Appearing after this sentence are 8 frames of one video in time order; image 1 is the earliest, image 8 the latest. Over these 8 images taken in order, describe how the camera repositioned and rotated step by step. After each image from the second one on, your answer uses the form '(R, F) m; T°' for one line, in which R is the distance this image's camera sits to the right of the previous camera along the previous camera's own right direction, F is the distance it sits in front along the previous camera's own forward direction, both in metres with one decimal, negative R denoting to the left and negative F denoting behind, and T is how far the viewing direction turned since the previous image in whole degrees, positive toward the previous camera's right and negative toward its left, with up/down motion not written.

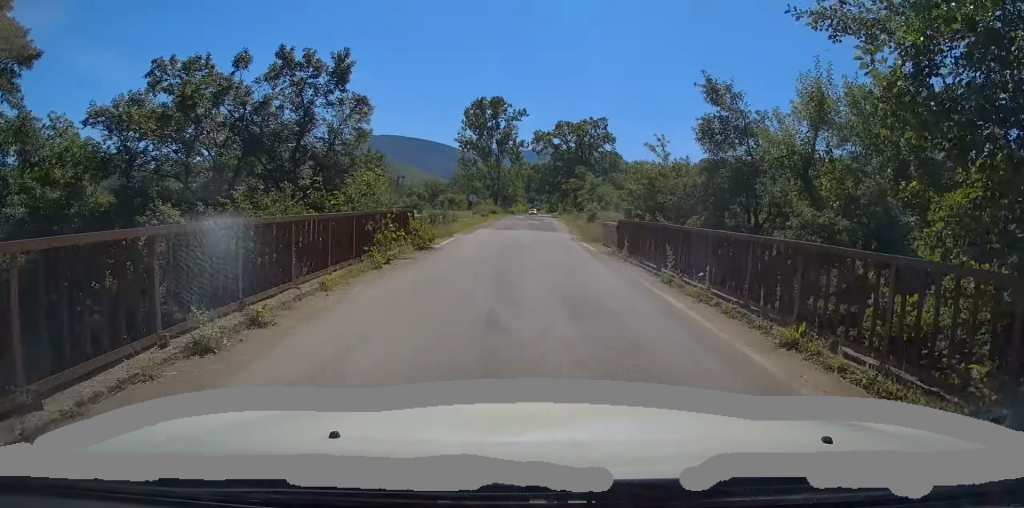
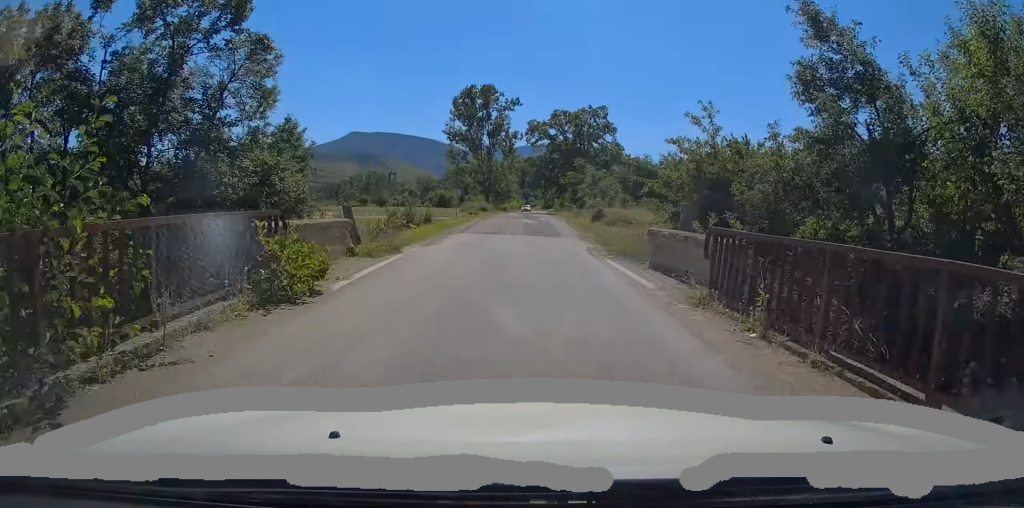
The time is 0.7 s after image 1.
(+0.1, +8.7) m; +1°
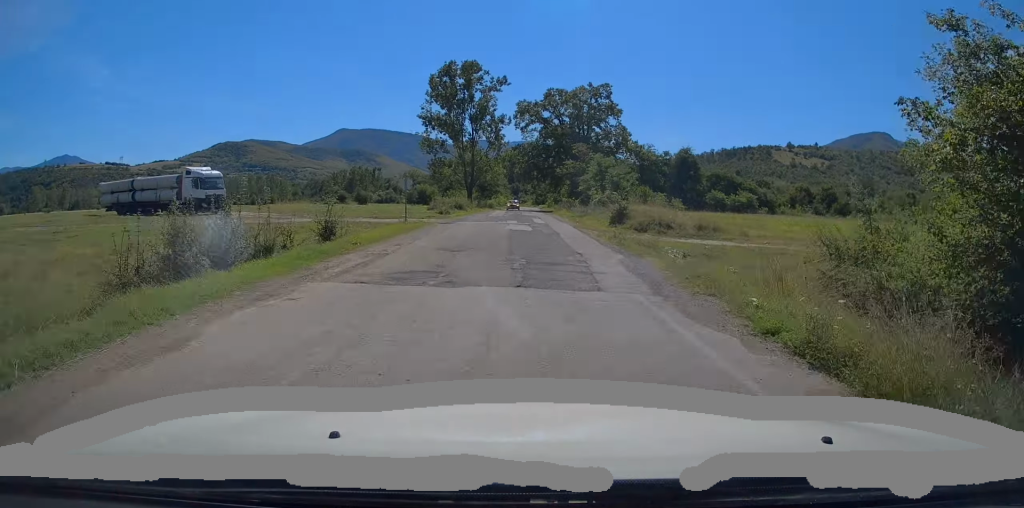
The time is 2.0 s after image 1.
(0.0, +15.8) m; +1°
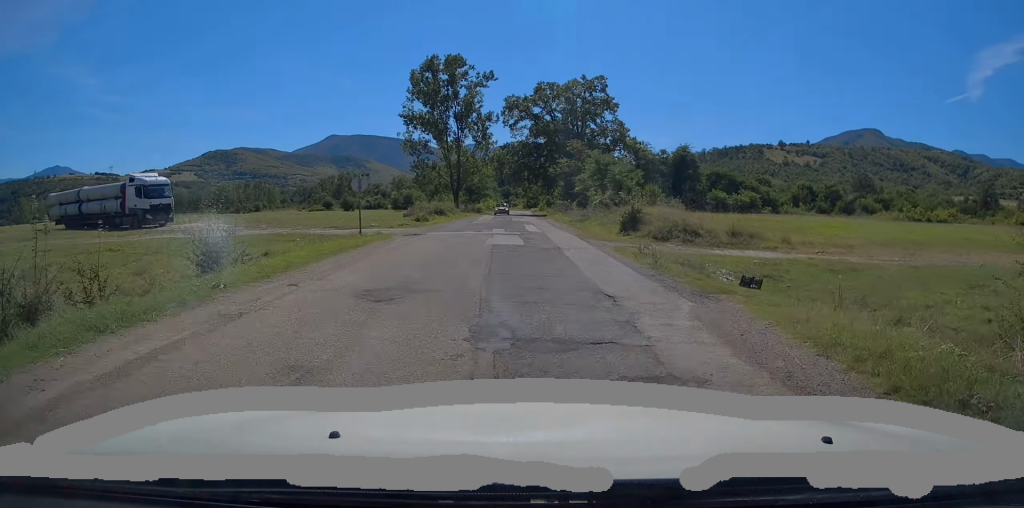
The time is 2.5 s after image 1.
(0.0, +6.7) m; +1°
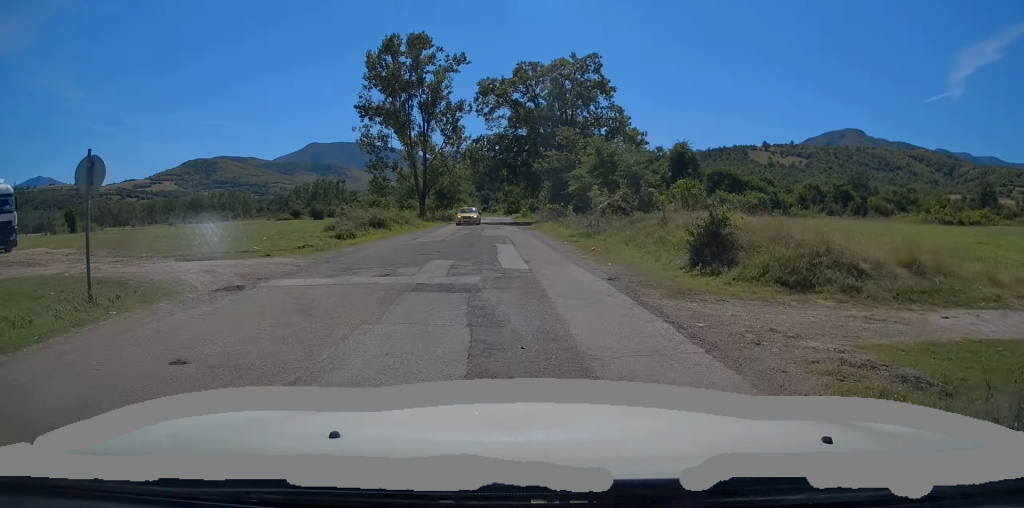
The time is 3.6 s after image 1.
(+0.3, +14.1) m; +1°
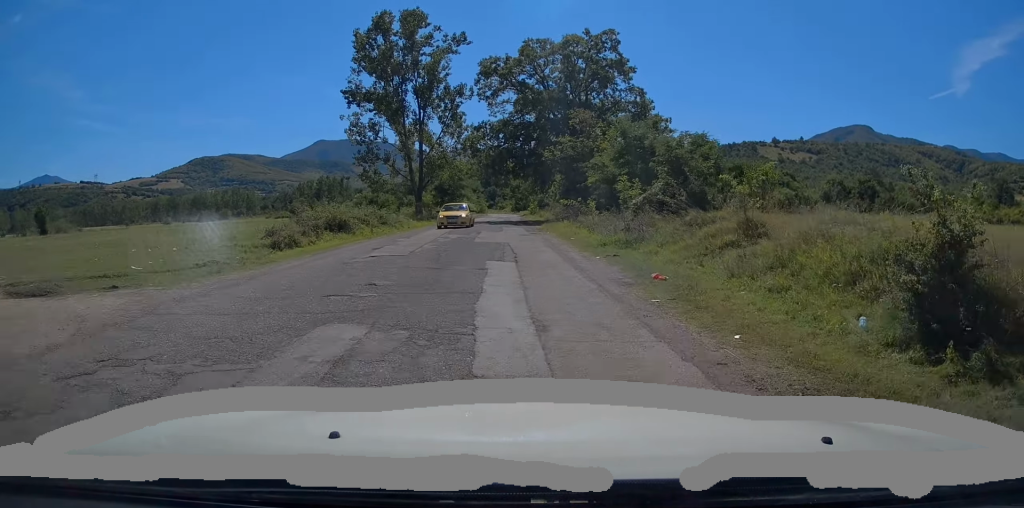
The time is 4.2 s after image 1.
(0.0, +7.8) m; 0°
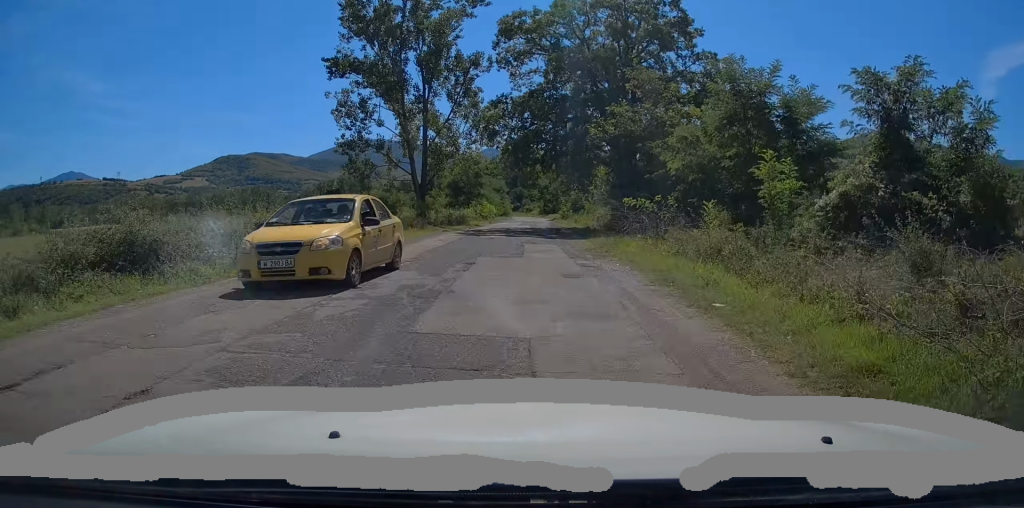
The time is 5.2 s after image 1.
(0.0, +14.1) m; -2°
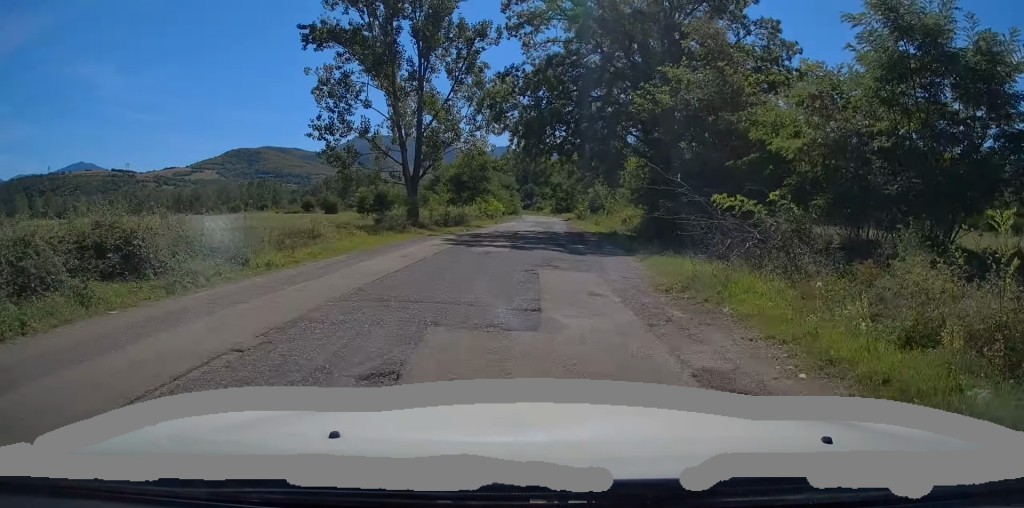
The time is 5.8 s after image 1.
(-0.3, +8.4) m; 0°
